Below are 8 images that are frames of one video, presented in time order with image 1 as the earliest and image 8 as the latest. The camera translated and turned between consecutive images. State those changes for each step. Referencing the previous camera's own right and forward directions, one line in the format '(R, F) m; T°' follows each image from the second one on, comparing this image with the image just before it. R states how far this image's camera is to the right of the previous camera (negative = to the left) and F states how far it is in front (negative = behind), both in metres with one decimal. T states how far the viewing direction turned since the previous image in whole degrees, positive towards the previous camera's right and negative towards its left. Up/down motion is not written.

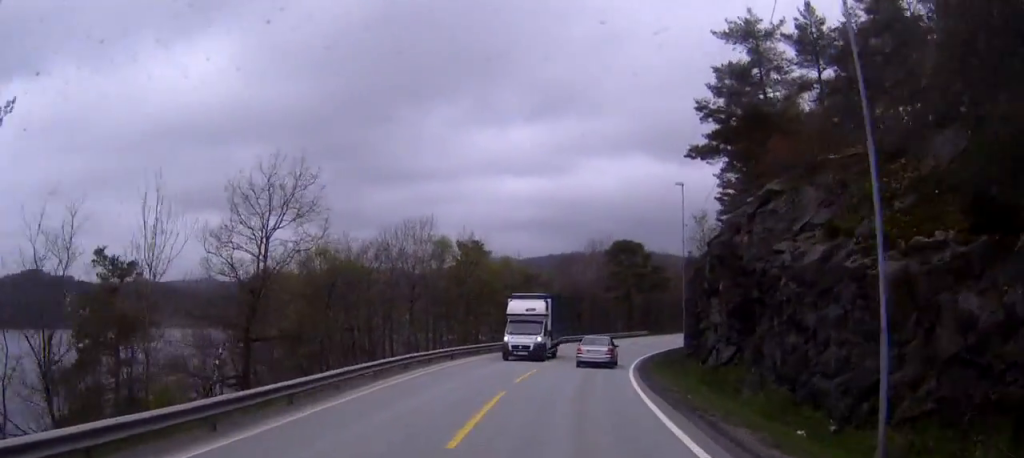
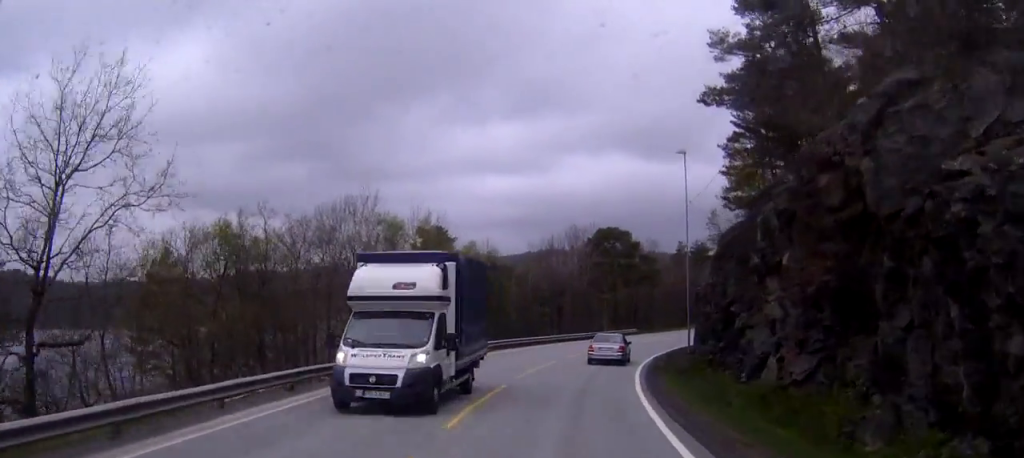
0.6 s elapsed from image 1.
(-0.1, +10.5) m; +1°
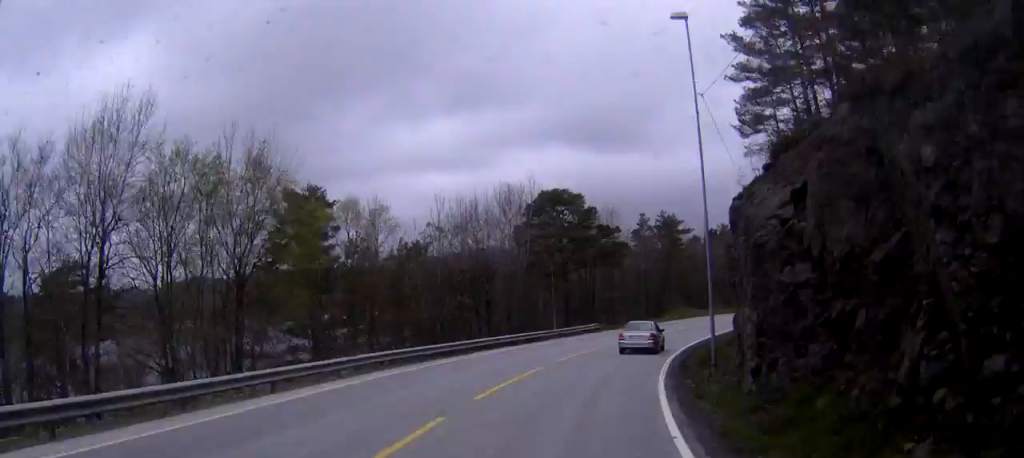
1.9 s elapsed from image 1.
(+0.7, +20.7) m; +6°
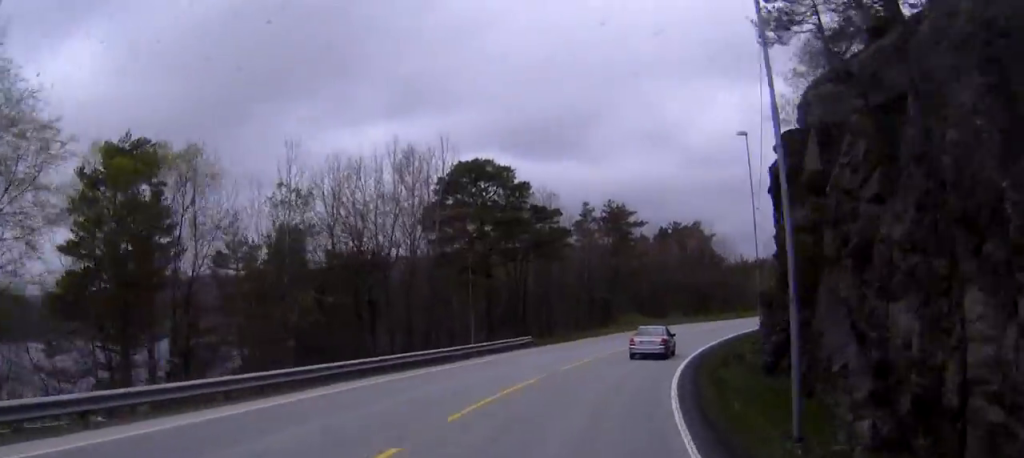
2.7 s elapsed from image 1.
(+0.8, +14.7) m; +6°
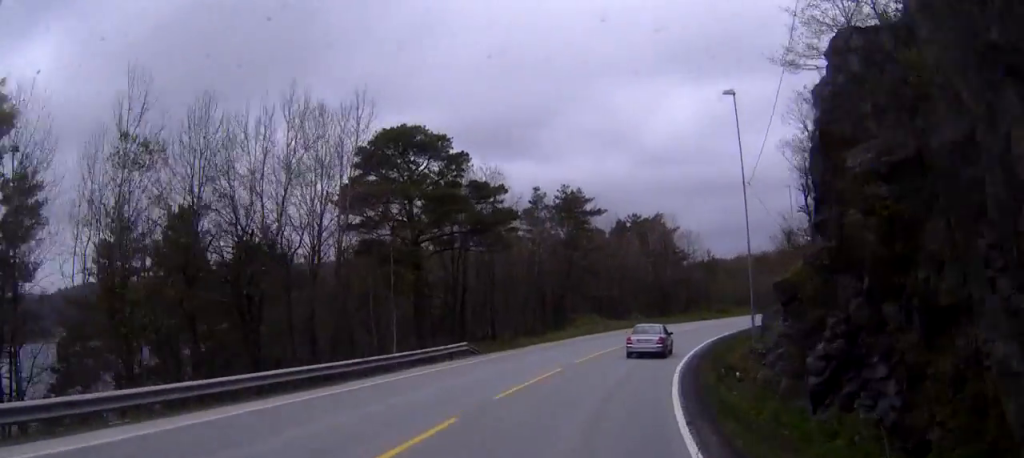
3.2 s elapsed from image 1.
(+0.4, +8.4) m; +3°
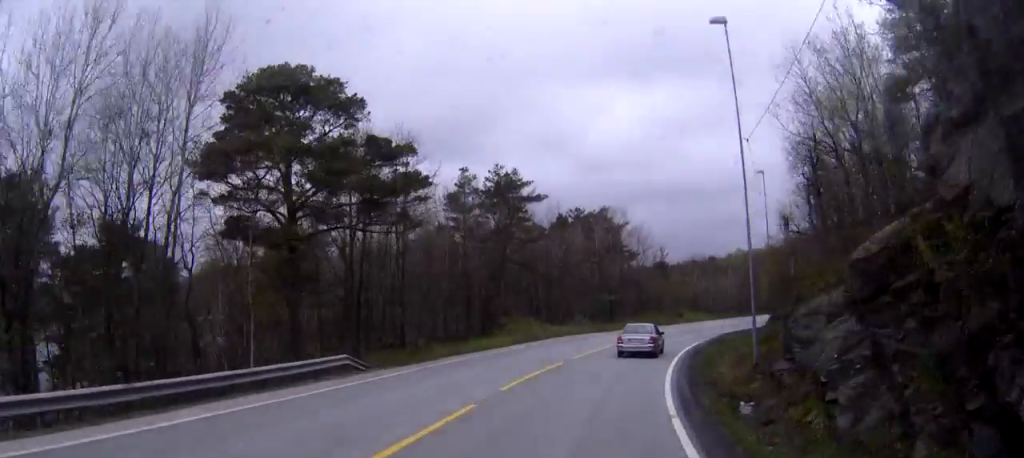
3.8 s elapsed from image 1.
(+0.1, +10.1) m; +4°
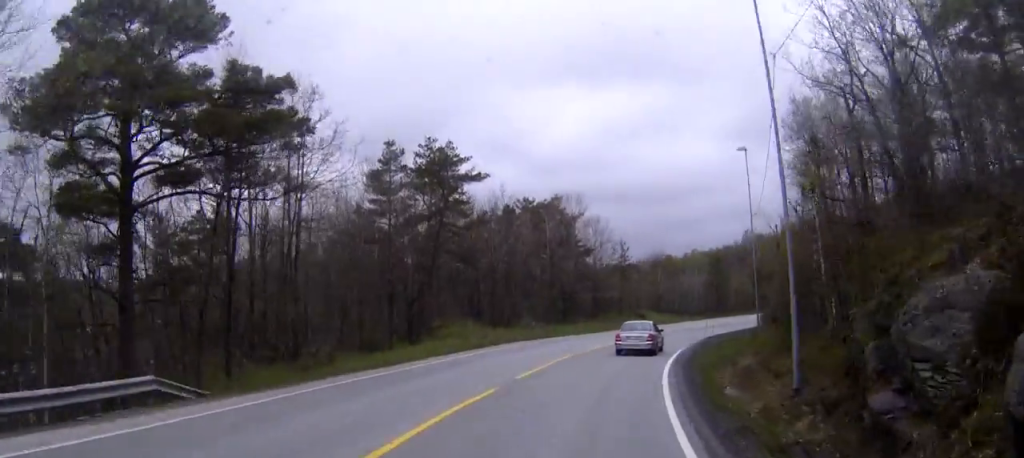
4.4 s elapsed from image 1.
(+0.5, +9.0) m; +4°
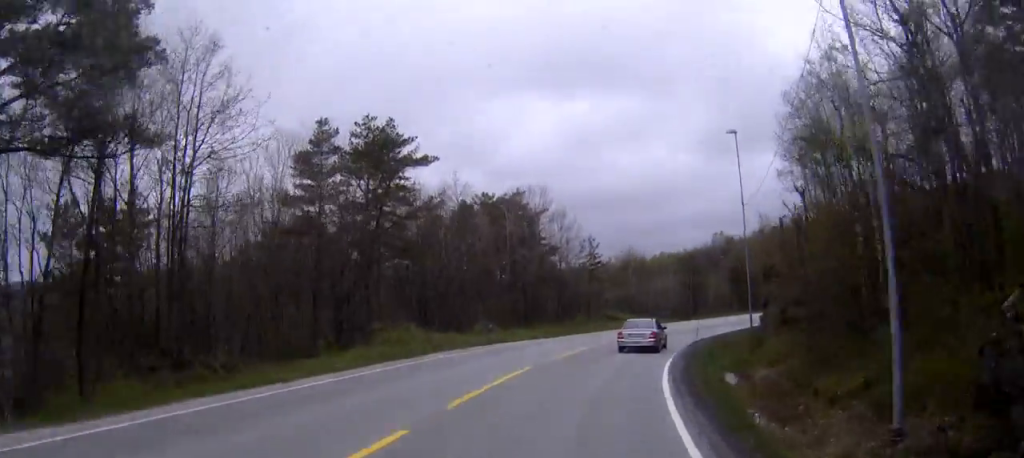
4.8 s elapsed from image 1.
(0.0, +6.8) m; +3°
